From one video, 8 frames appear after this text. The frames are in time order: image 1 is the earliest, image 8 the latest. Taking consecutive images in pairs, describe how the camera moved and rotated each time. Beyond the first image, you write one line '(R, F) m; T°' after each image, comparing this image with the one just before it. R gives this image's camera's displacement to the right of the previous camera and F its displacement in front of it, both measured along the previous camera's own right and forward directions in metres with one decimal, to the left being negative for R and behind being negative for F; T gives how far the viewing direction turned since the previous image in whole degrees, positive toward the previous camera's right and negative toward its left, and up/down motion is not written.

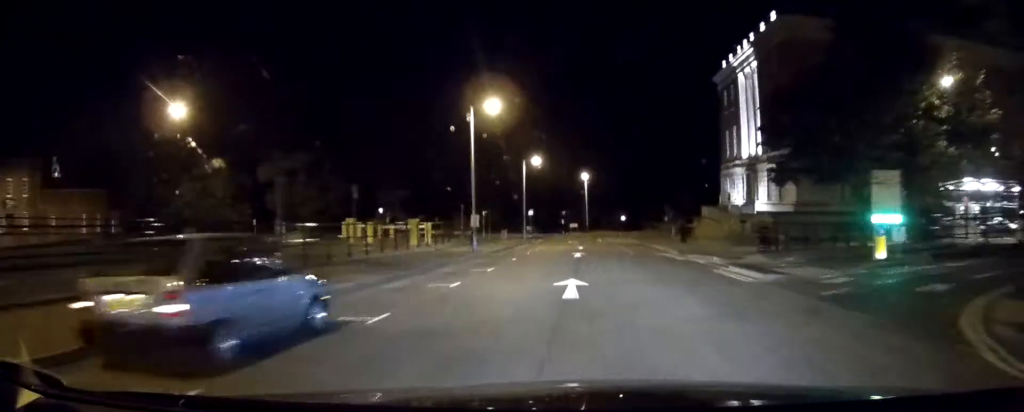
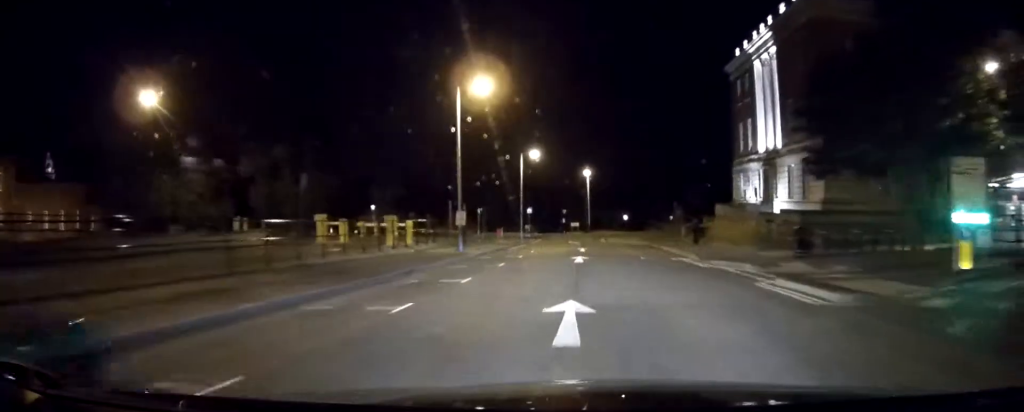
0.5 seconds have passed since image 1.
(-0.1, +4.8) m; -1°
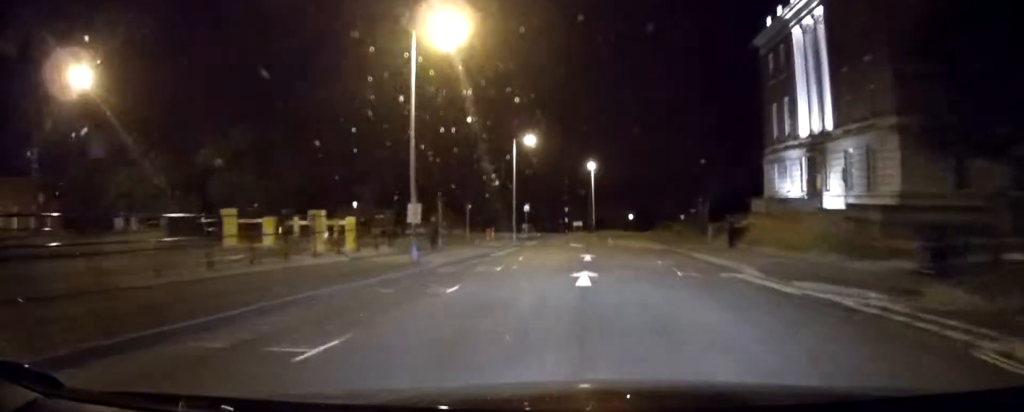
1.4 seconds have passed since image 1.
(-0.1, +9.8) m; 0°
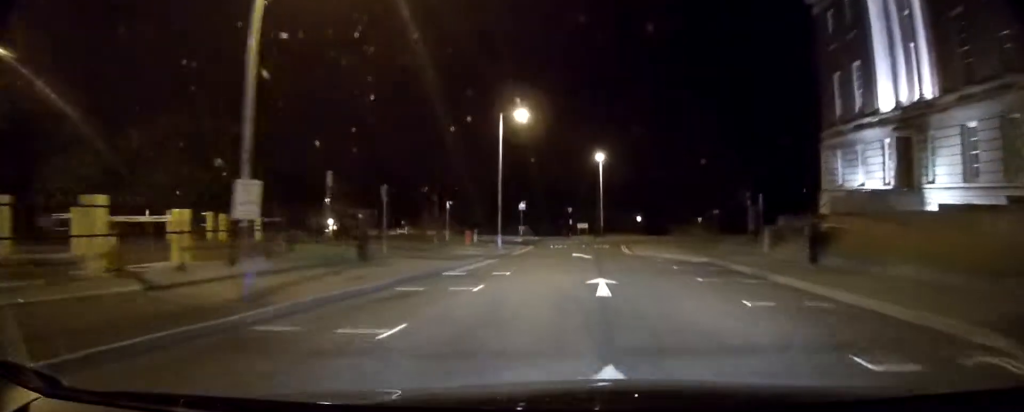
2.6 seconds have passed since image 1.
(+0.1, +12.6) m; +1°
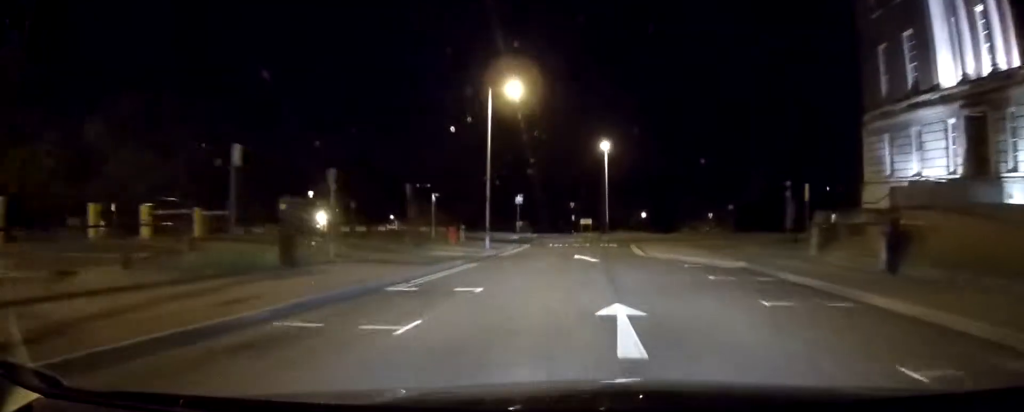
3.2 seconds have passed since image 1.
(0.0, +6.6) m; 0°
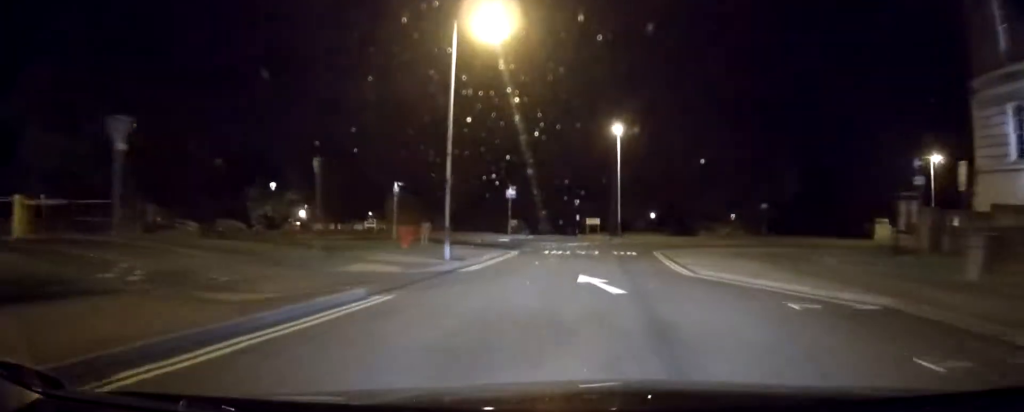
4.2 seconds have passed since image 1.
(0.0, +11.6) m; -1°
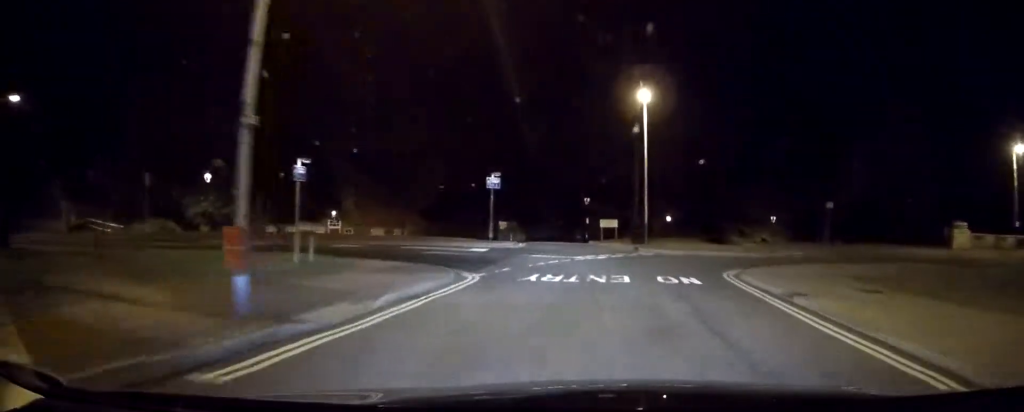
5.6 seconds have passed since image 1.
(-0.5, +14.5) m; -3°
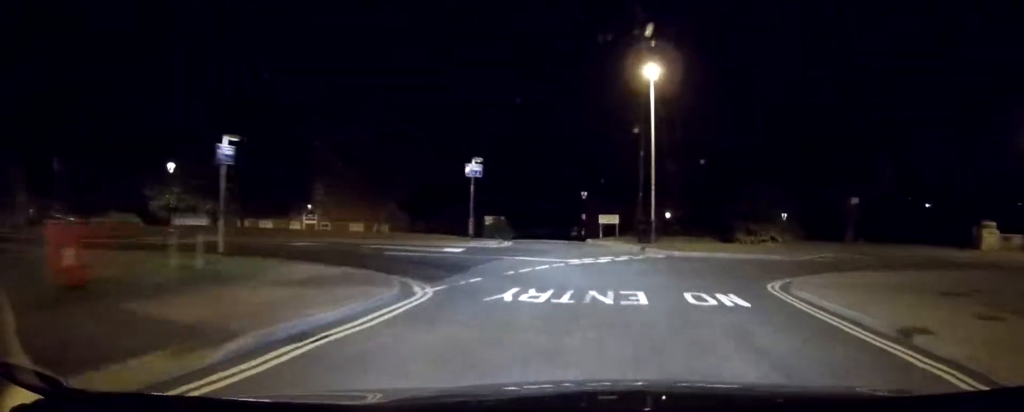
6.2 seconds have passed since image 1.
(0.0, +5.2) m; +1°
